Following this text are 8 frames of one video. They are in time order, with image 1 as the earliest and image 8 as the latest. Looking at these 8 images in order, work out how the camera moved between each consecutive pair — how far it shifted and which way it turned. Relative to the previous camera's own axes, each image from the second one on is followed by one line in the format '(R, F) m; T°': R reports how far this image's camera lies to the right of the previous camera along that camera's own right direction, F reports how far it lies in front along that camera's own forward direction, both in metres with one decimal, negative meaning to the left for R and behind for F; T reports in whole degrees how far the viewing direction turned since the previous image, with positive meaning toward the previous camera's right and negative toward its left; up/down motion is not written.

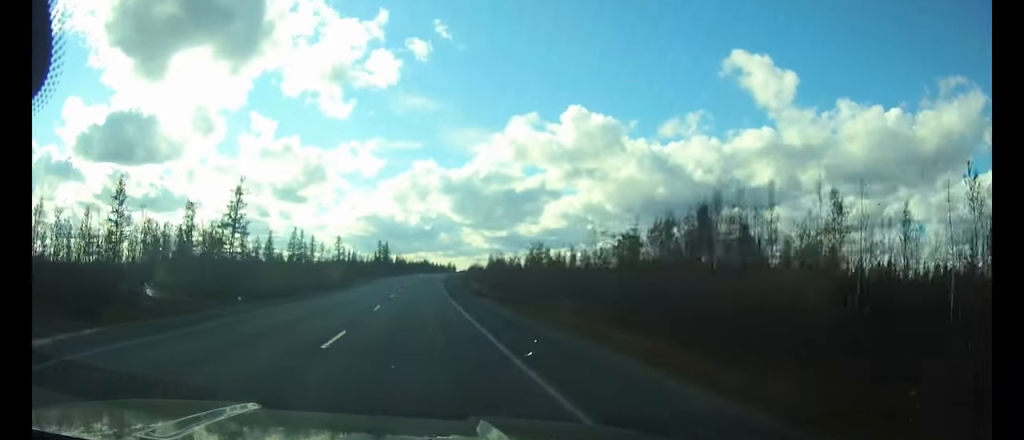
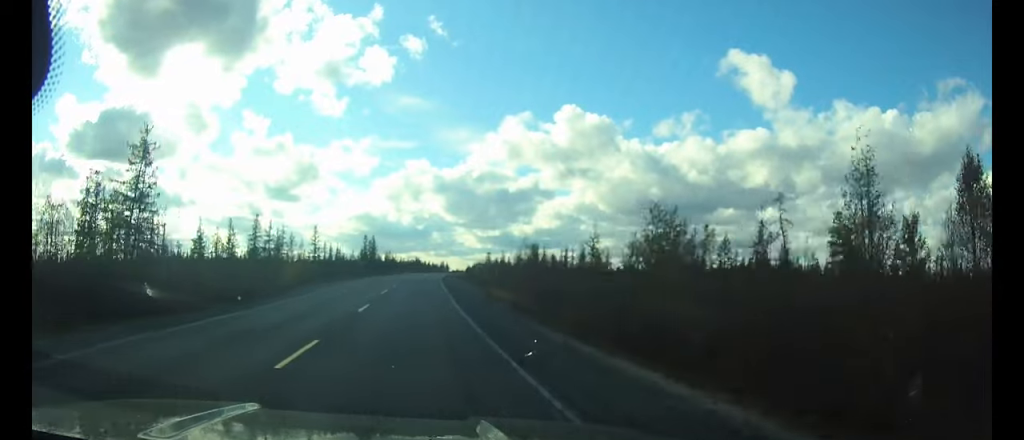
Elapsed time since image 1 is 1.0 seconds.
(+0.2, +25.9) m; +1°
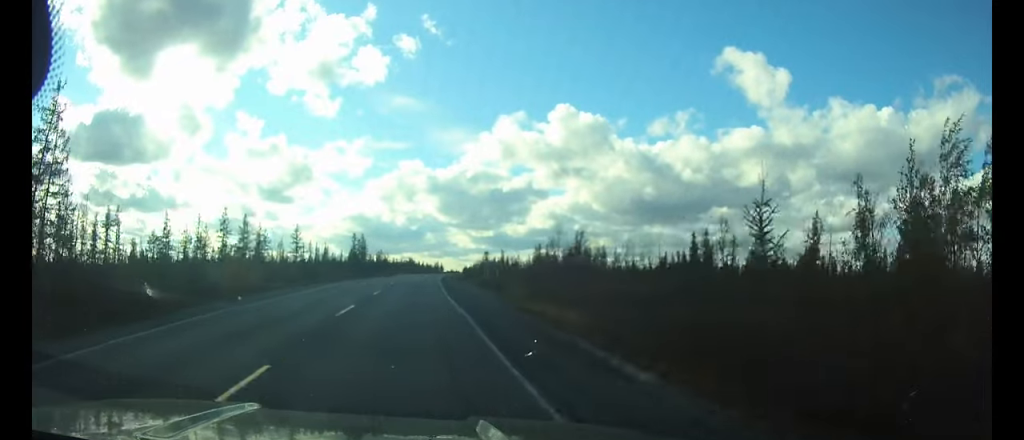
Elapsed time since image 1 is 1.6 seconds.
(+0.1, +14.9) m; 0°
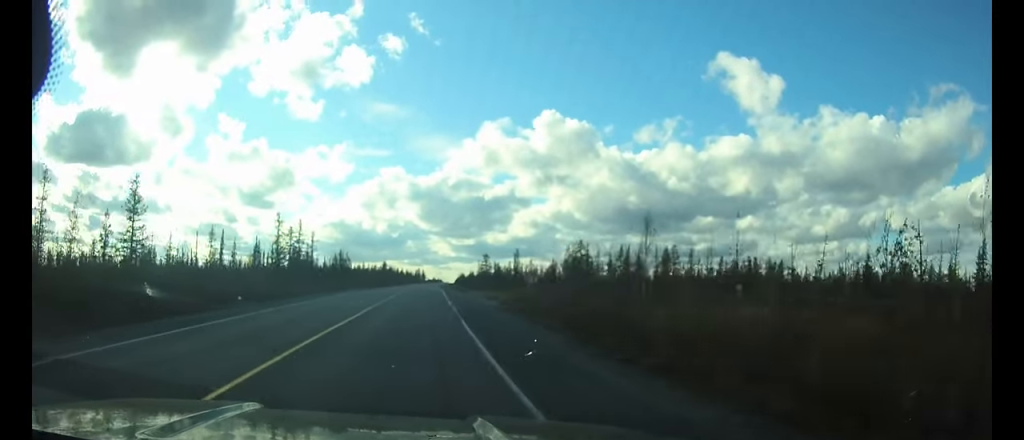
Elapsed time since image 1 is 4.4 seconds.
(+1.0, +68.7) m; +2°
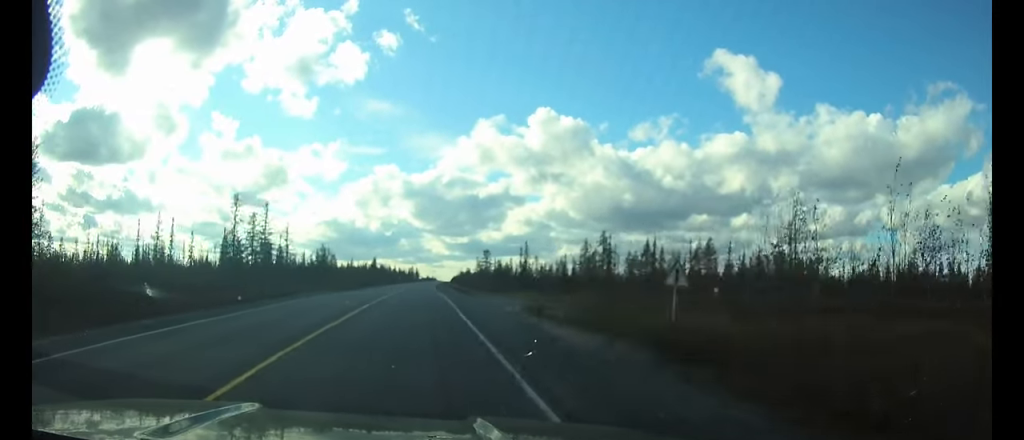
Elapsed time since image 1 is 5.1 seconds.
(+0.1, +20.3) m; 0°
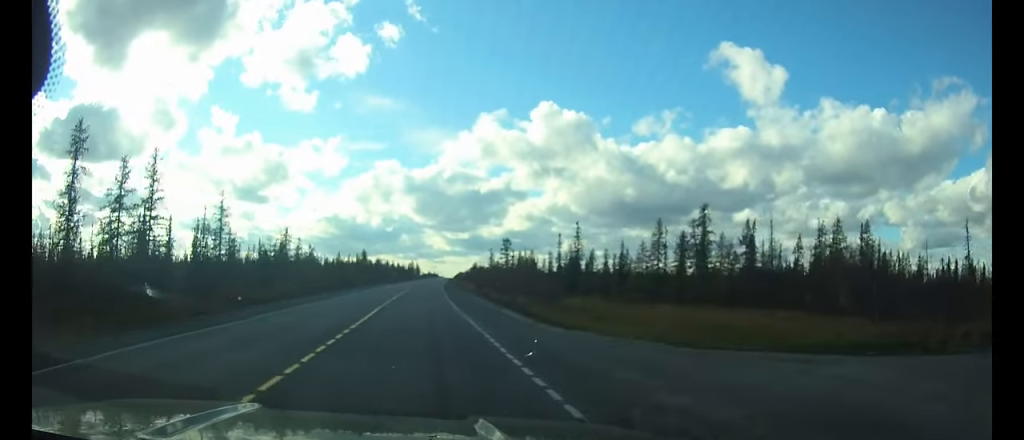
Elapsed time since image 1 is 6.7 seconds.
(+0.1, +38.3) m; +1°
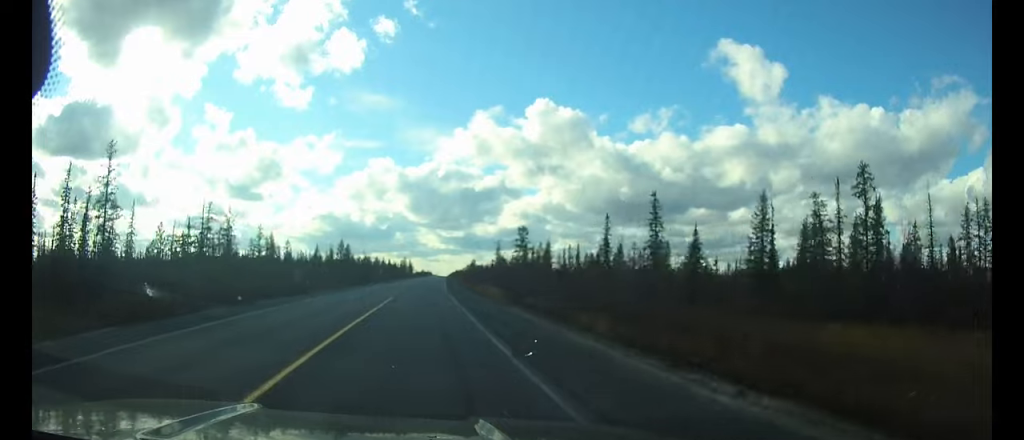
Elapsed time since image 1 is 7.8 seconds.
(+0.3, +29.0) m; +1°
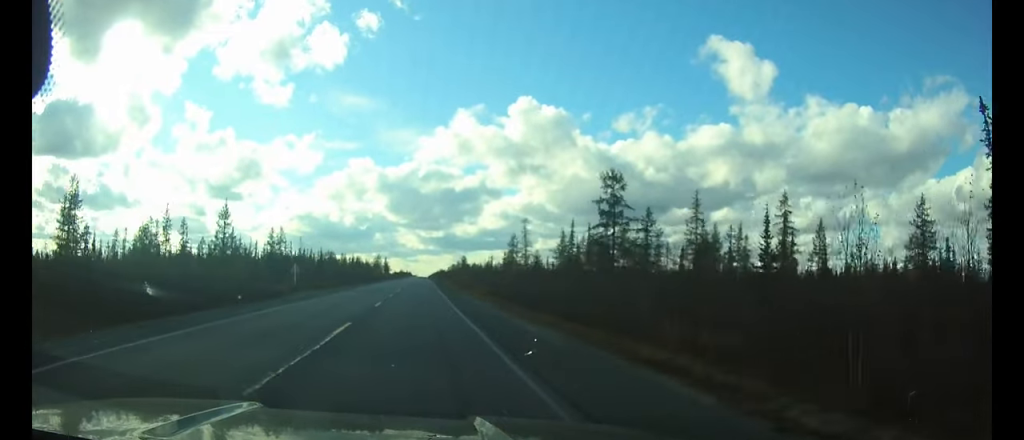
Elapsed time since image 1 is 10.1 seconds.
(+0.8, +61.3) m; +1°
